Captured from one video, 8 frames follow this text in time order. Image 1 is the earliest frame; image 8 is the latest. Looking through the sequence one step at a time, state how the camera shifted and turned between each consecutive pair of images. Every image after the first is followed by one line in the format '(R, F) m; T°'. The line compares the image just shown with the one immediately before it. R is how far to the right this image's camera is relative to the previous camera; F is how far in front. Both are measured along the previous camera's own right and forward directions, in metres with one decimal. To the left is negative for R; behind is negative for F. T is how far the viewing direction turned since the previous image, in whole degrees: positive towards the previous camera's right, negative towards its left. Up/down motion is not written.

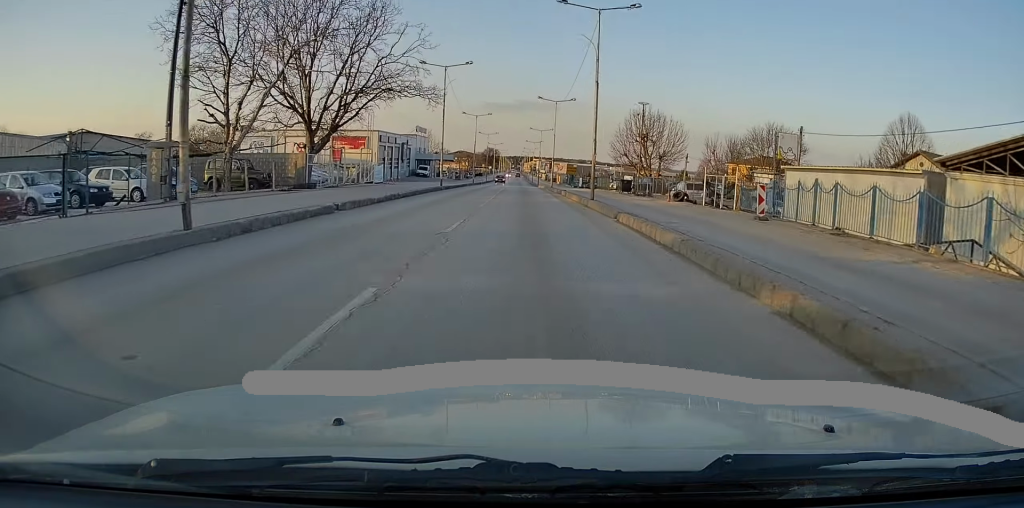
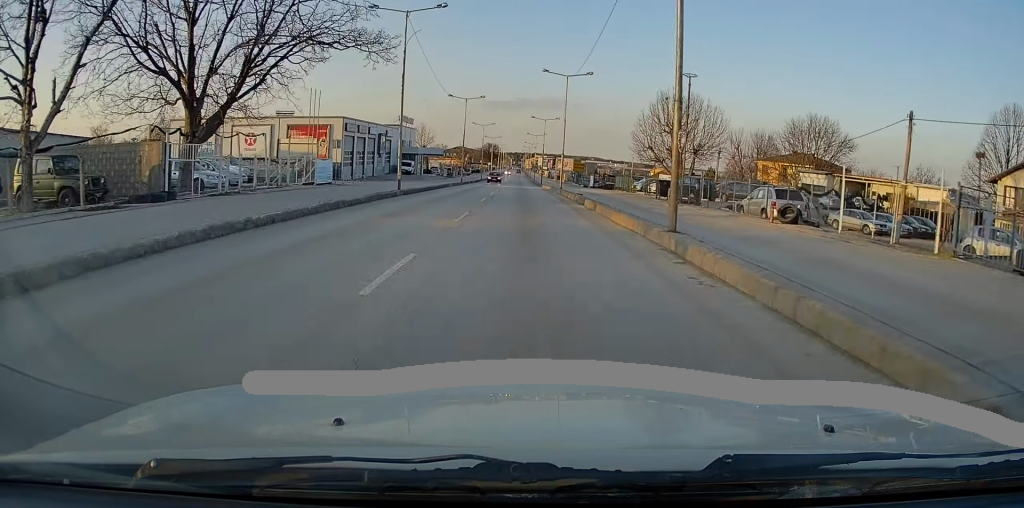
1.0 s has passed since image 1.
(0.0, +15.1) m; 0°
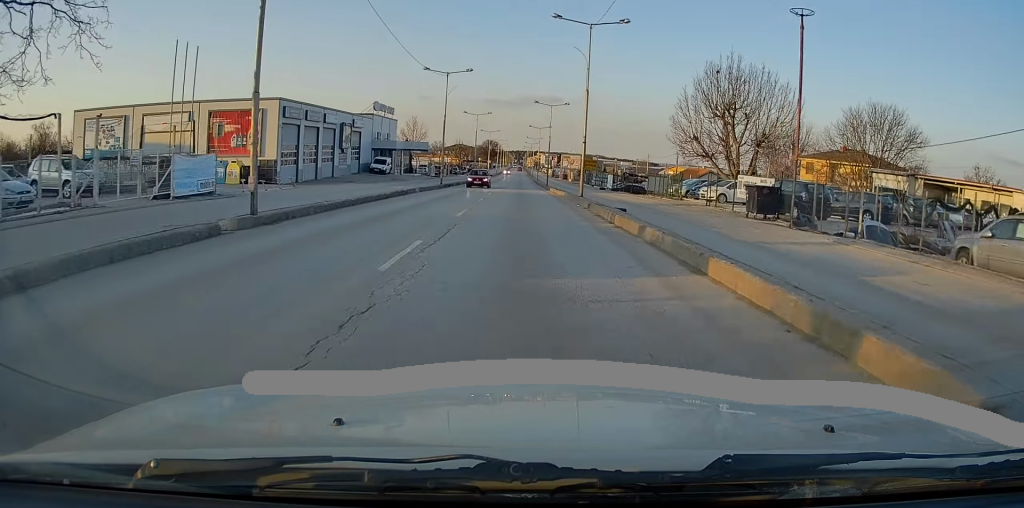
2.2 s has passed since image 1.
(0.0, +16.6) m; 0°
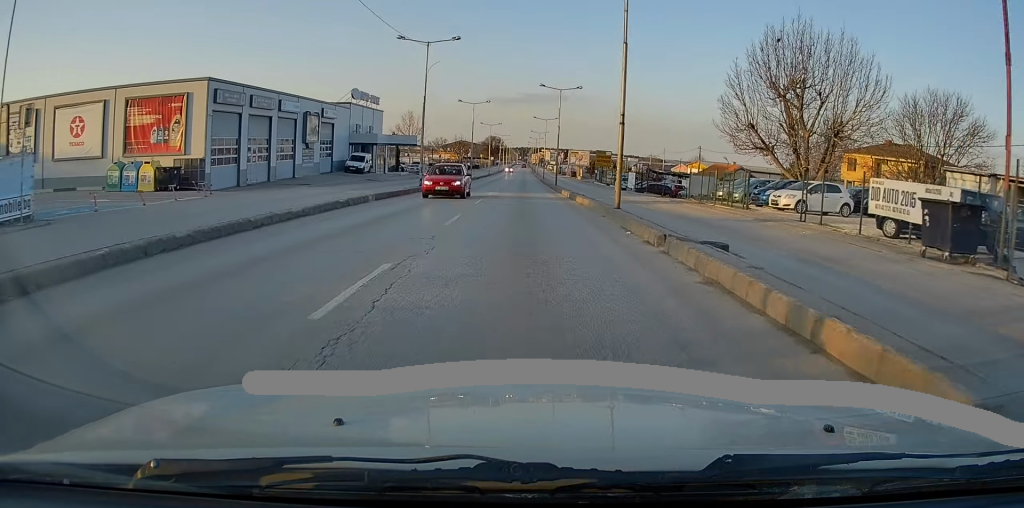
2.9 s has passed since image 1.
(-0.1, +11.1) m; -1°
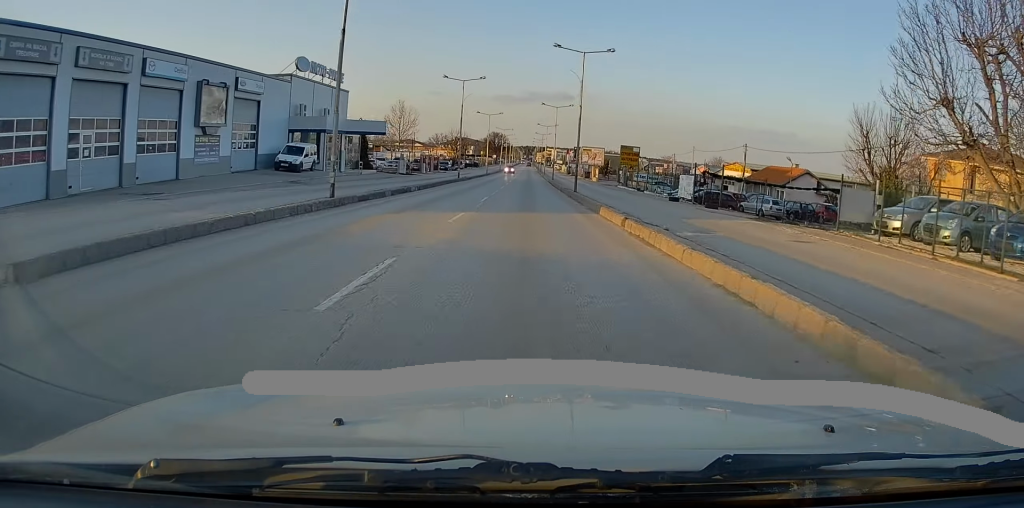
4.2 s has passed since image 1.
(-0.1, +17.7) m; 0°
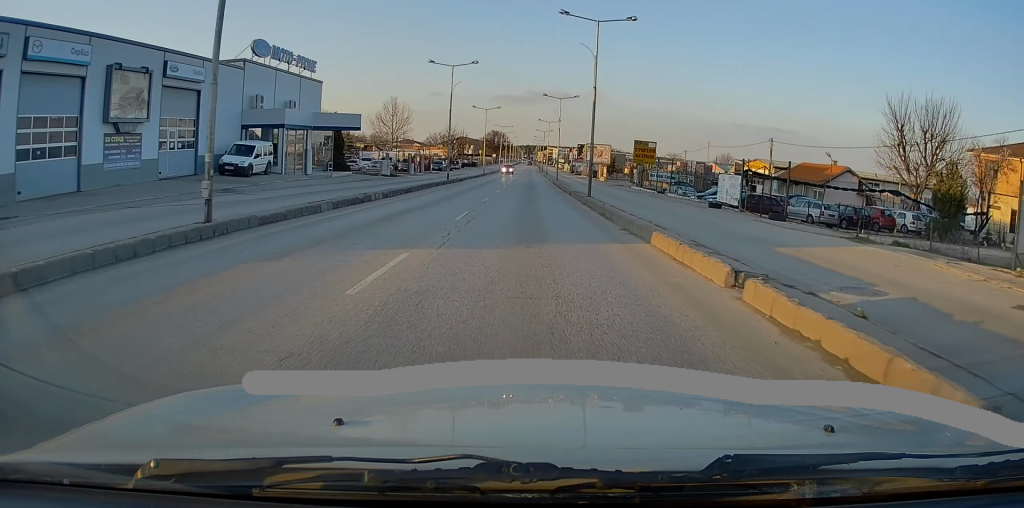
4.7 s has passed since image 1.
(+0.1, +8.1) m; 0°
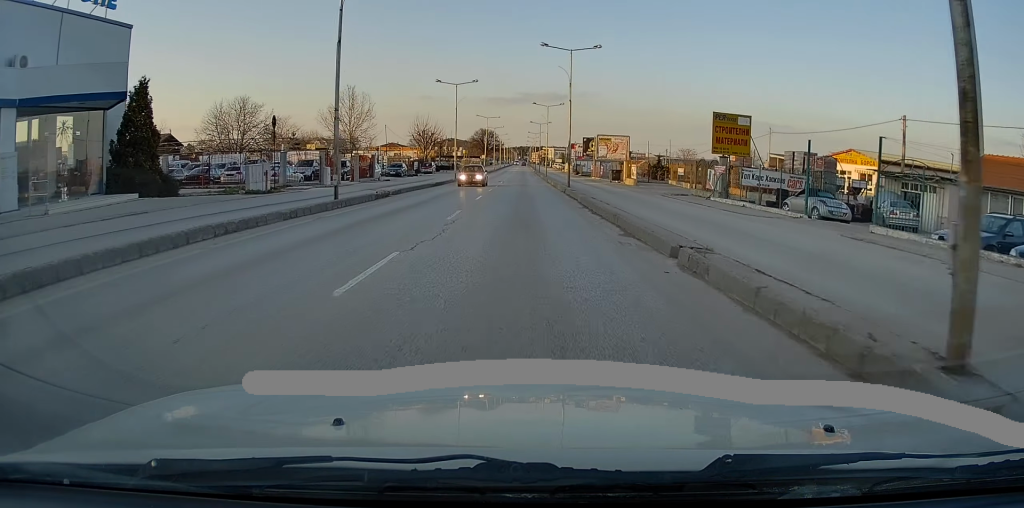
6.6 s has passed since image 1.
(-0.2, +26.8) m; -1°
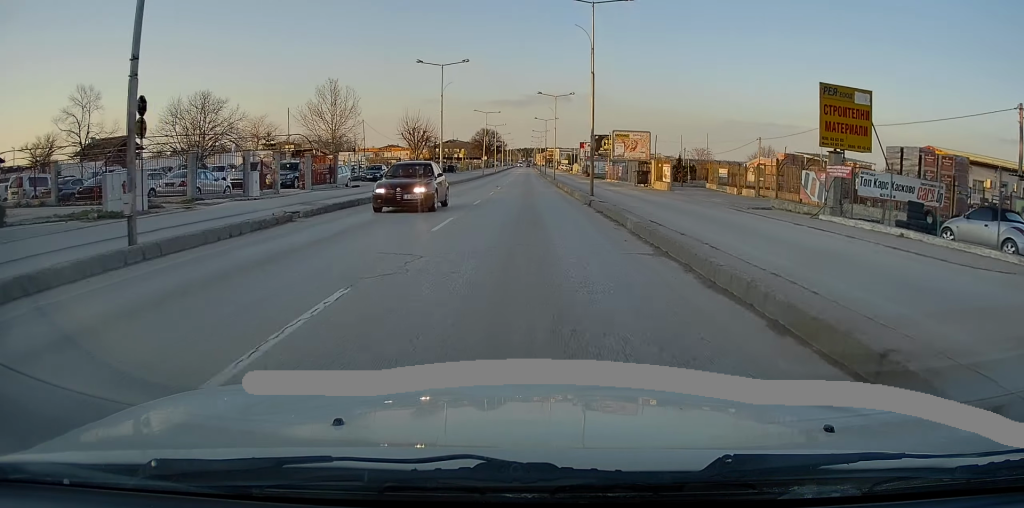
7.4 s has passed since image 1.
(0.0, +11.6) m; +1°
